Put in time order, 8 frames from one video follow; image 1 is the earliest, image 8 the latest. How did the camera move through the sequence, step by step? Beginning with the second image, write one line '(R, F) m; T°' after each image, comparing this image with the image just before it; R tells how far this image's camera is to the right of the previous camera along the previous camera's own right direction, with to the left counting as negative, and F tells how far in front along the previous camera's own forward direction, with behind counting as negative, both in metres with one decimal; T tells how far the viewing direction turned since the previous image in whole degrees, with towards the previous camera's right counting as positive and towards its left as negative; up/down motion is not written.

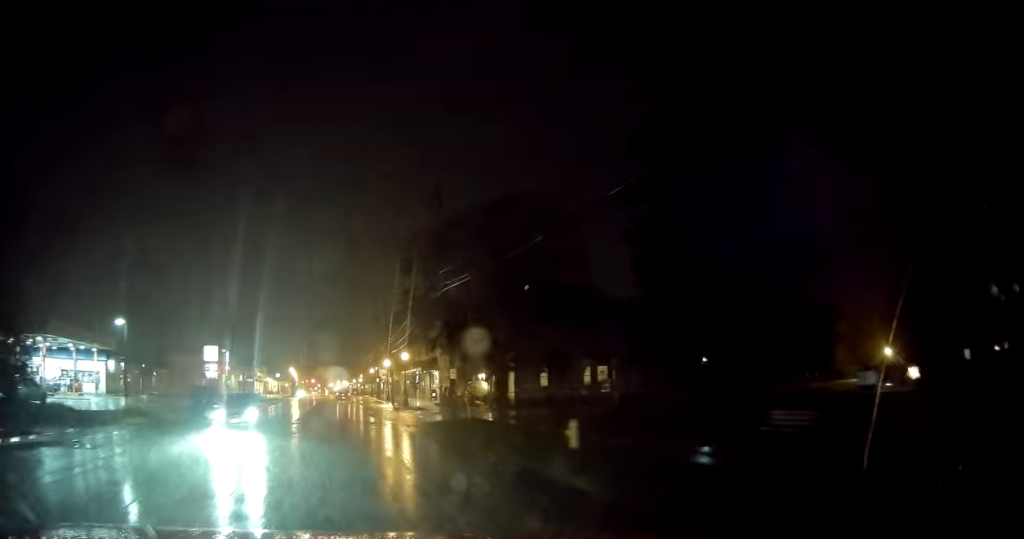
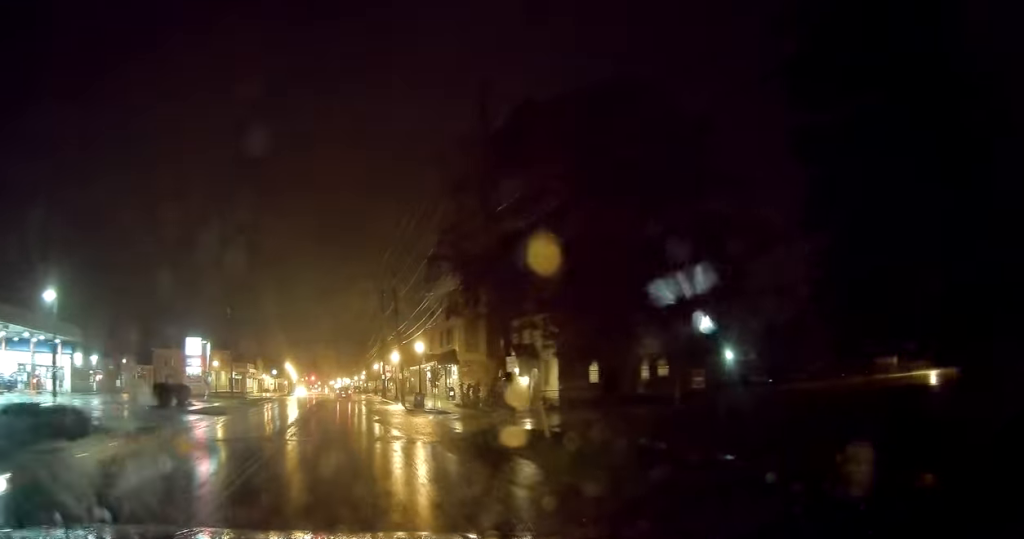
(-0.2, +9.4) m; -1°
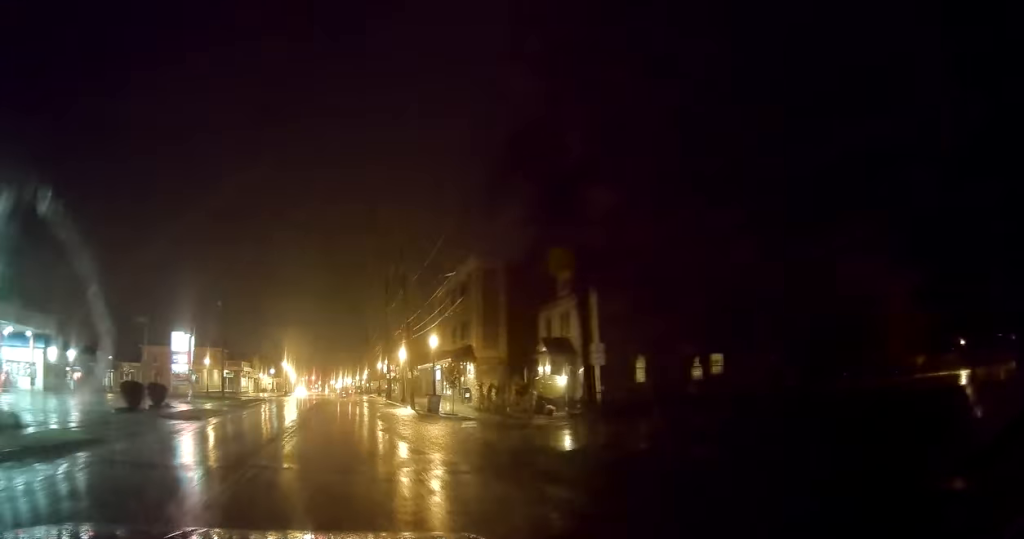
(+0.1, +6.1) m; 0°
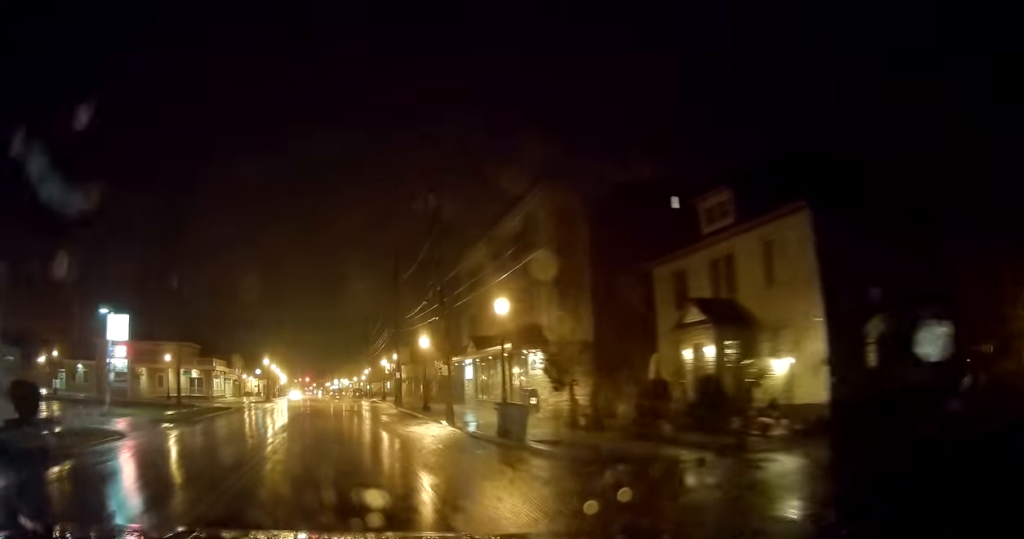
(+0.1, +16.8) m; 0°
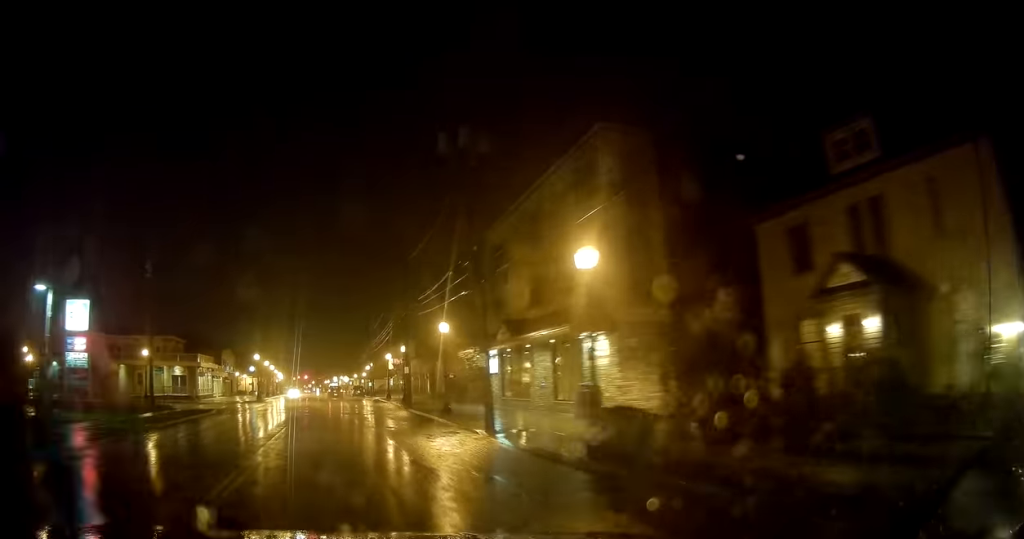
(0.0, +7.5) m; 0°
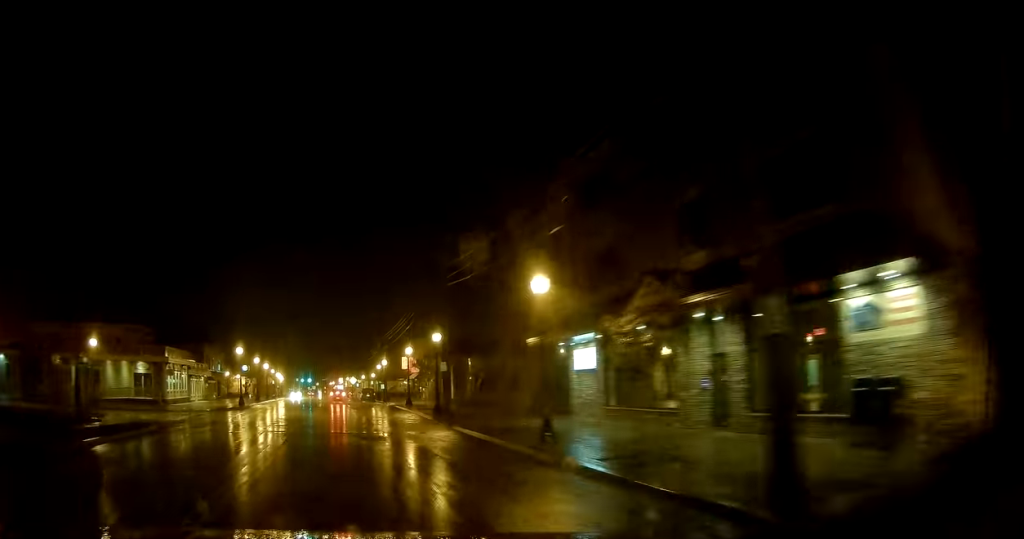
(-0.1, +13.8) m; +1°
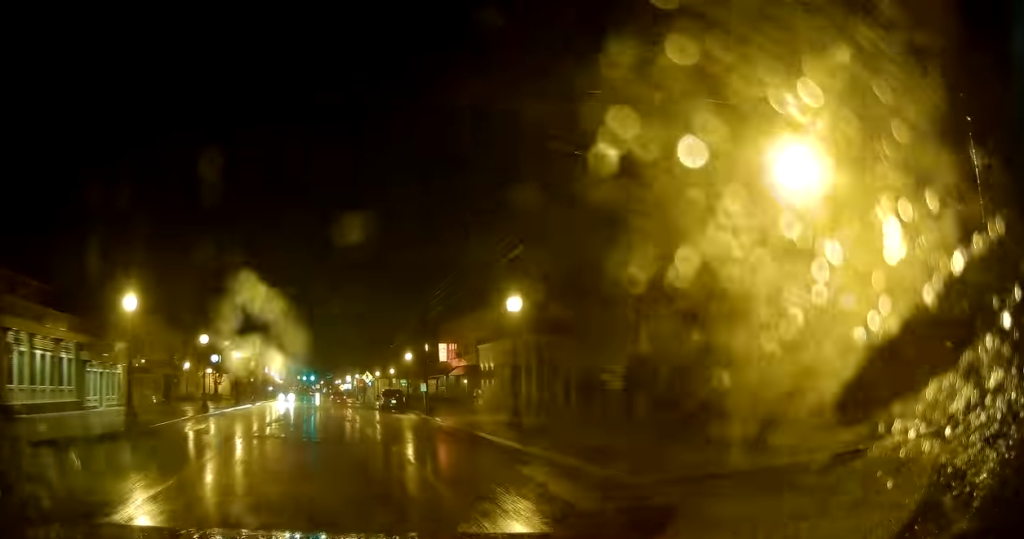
(-0.3, +27.6) m; -2°
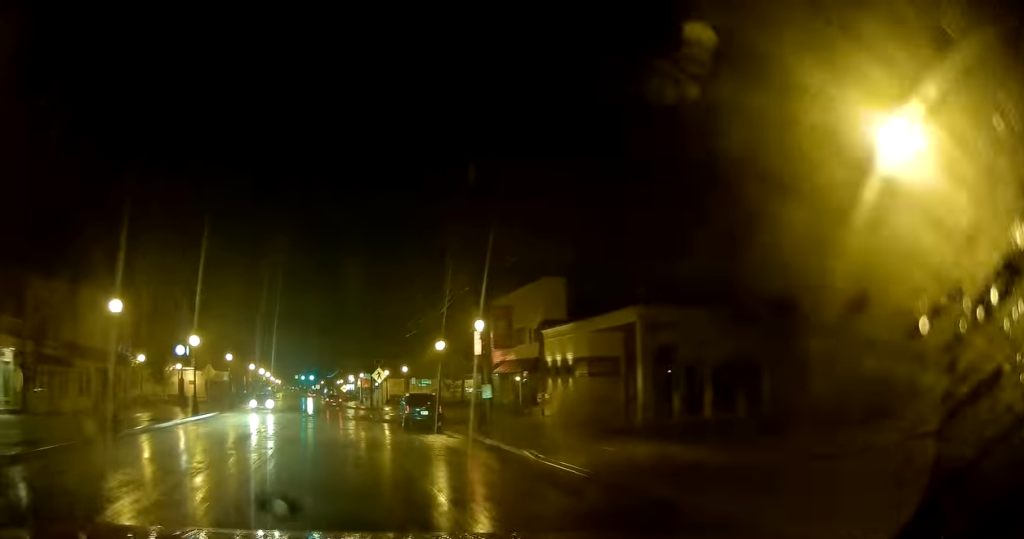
(+0.3, +15.7) m; +1°
